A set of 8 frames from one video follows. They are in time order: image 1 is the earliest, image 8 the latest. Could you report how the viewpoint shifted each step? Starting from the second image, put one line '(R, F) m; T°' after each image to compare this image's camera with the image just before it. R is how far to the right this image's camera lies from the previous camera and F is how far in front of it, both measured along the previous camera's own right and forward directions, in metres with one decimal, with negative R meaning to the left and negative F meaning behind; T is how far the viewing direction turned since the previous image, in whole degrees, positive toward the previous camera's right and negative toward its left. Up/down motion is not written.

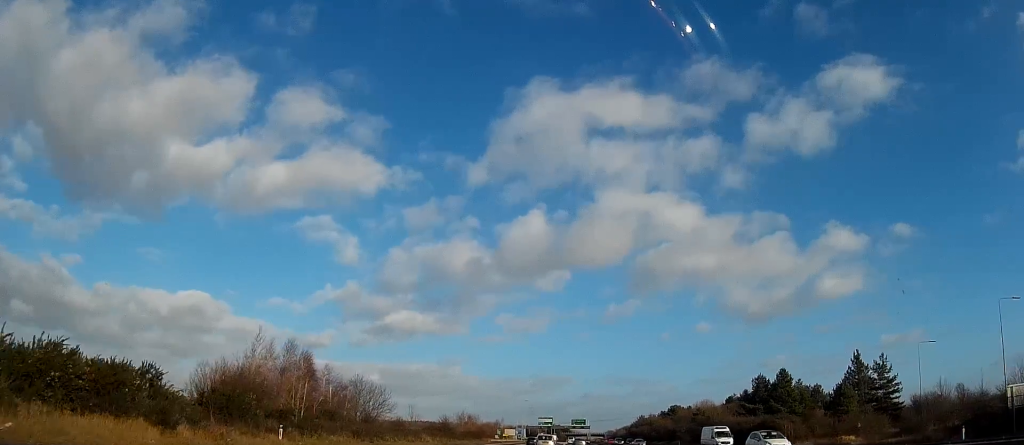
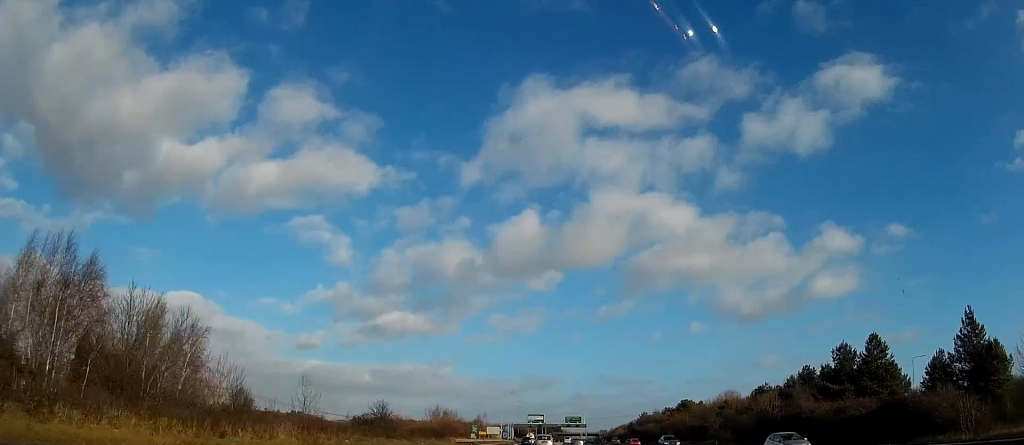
(-0.1, +33.5) m; 0°
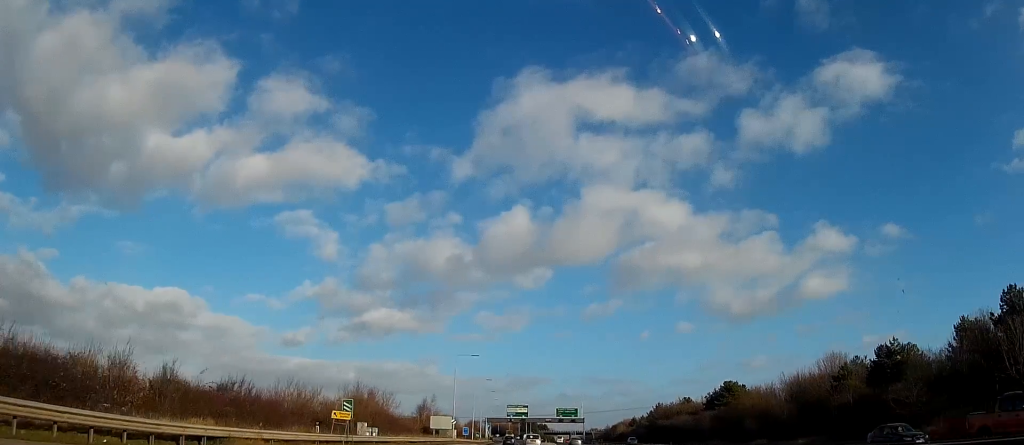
(+1.2, +62.0) m; +2°
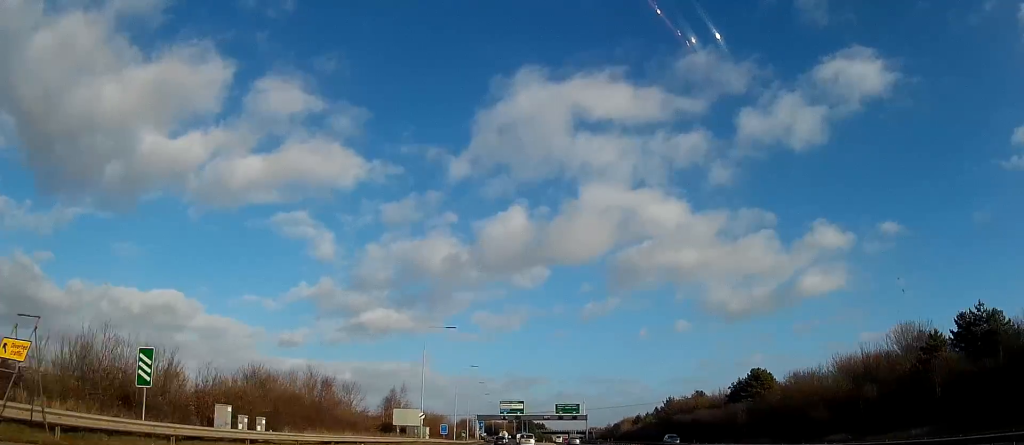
(0.0, +21.6) m; 0°
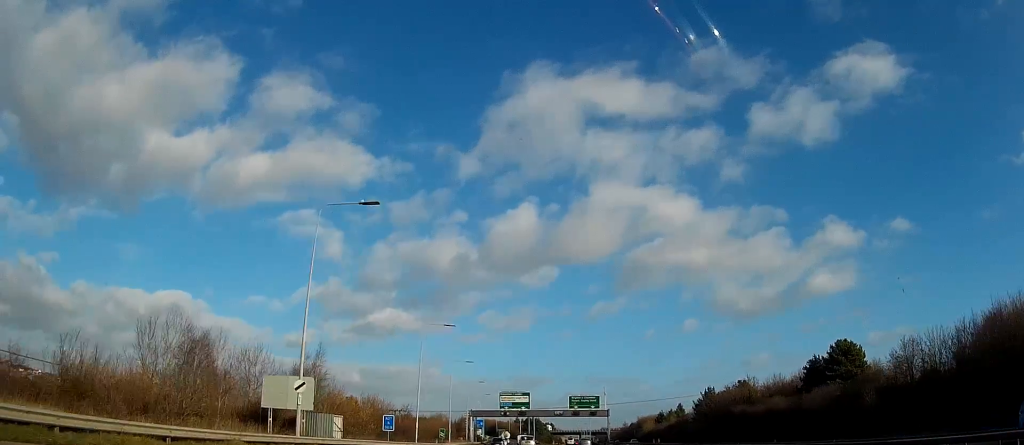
(+0.1, +35.0) m; 0°
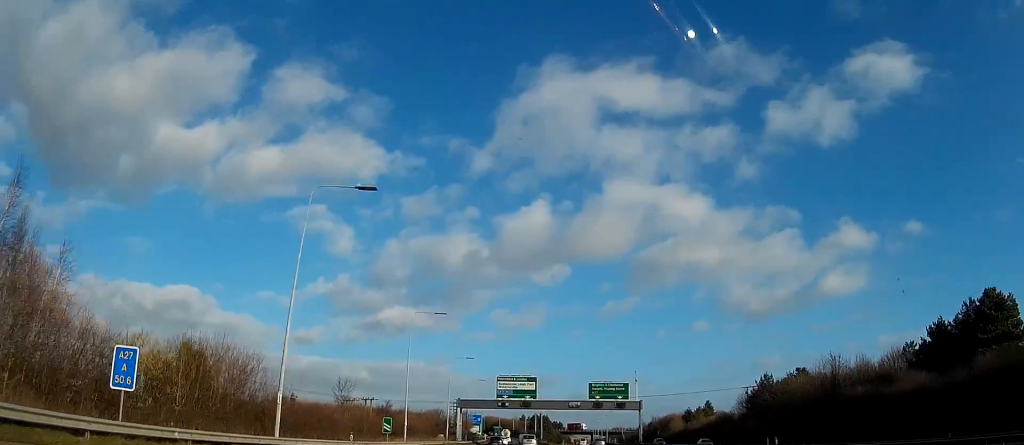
(-0.3, +33.9) m; -1°
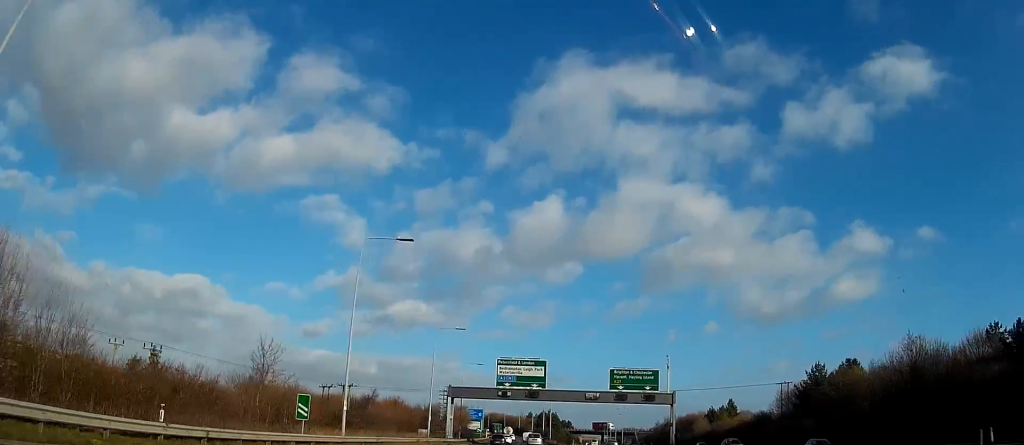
(-0.2, +19.5) m; -1°
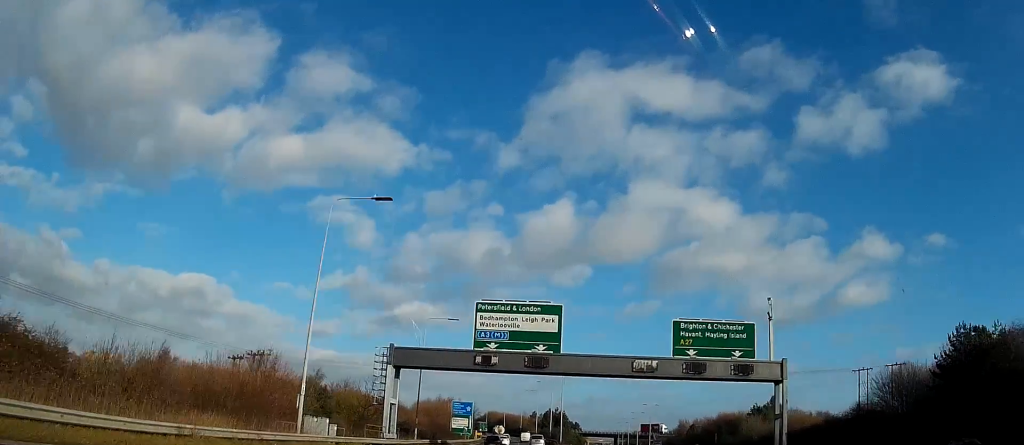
(-0.2, +37.0) m; -1°
